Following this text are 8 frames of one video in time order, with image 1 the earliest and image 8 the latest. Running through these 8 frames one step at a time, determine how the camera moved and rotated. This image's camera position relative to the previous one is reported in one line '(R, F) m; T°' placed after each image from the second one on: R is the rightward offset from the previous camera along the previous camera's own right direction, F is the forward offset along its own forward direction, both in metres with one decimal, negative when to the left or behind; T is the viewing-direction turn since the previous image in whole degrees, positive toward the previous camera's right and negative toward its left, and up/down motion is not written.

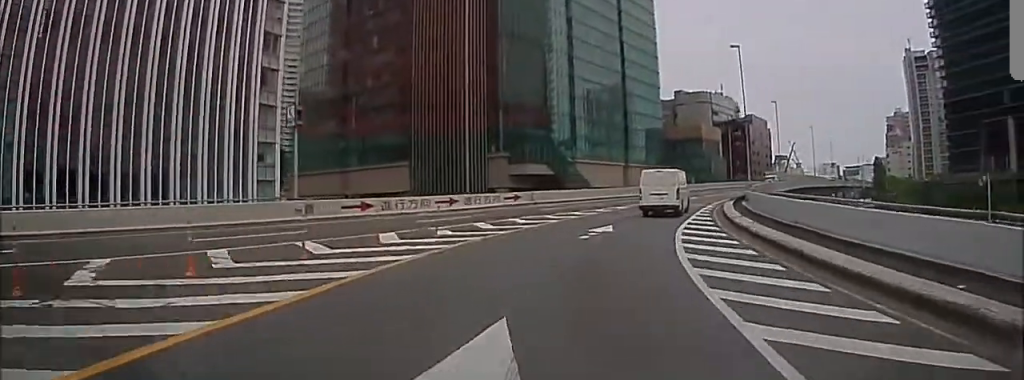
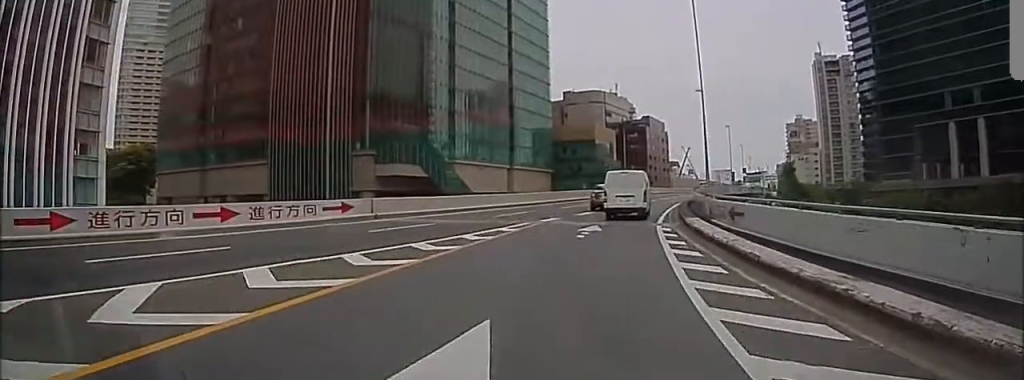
(+1.2, +12.7) m; +9°
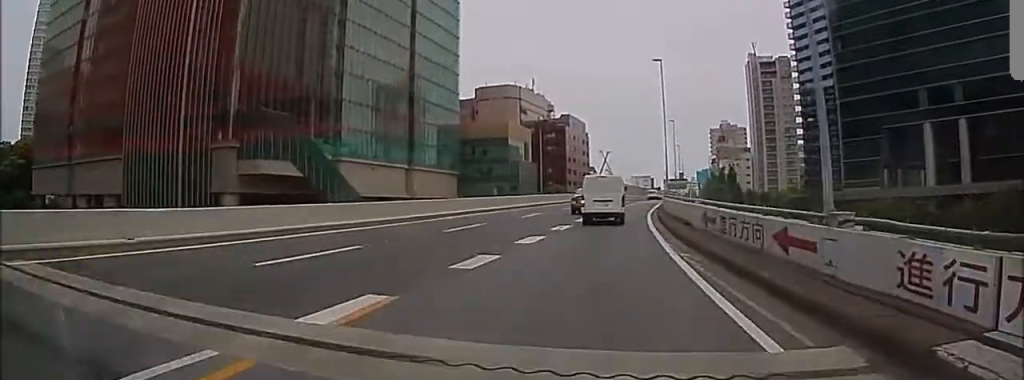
(+1.2, +16.5) m; +6°
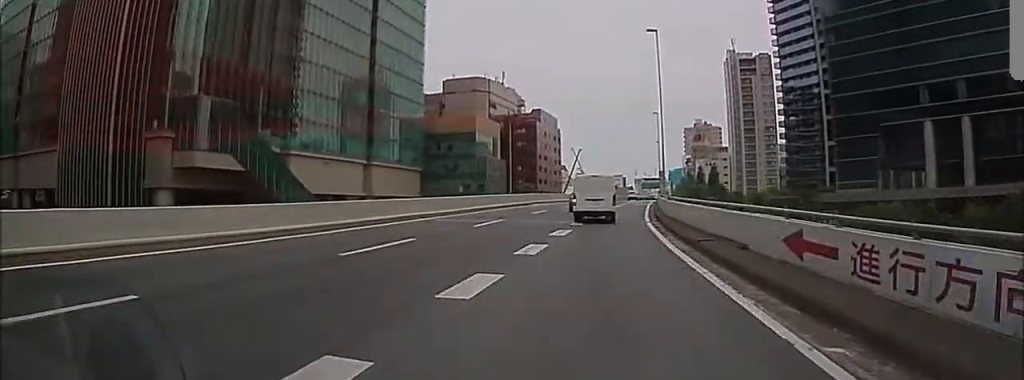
(+0.1, +7.6) m; +2°
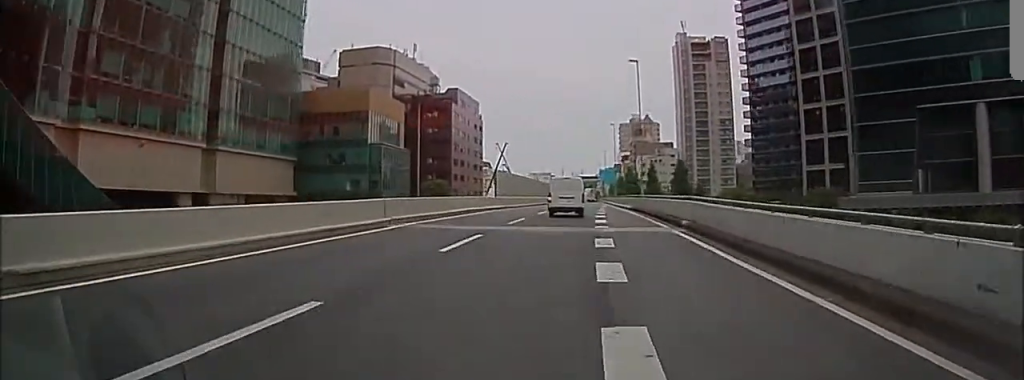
(+1.0, +29.7) m; +2°
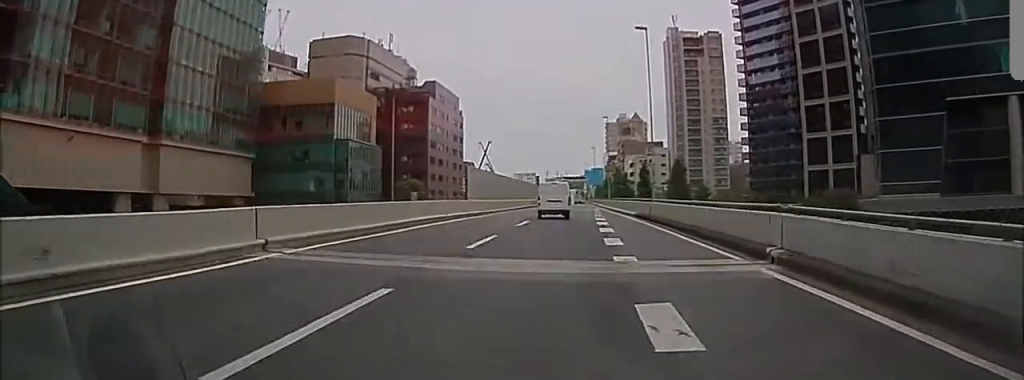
(-0.2, +9.5) m; 0°
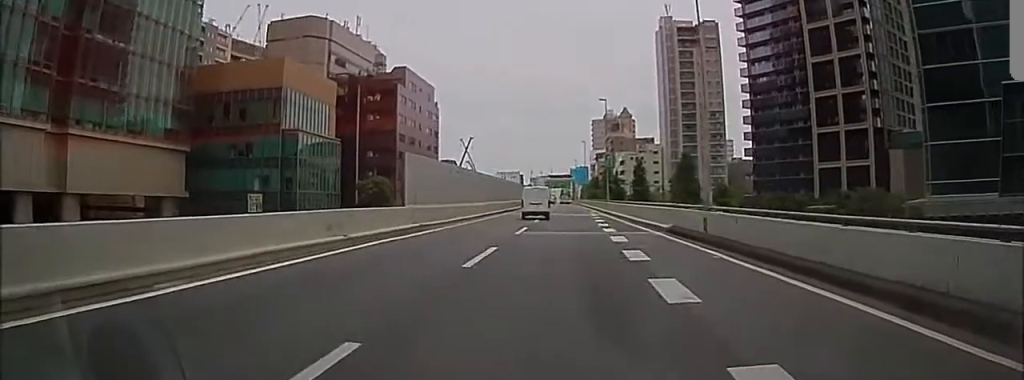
(+0.1, +13.0) m; +1°
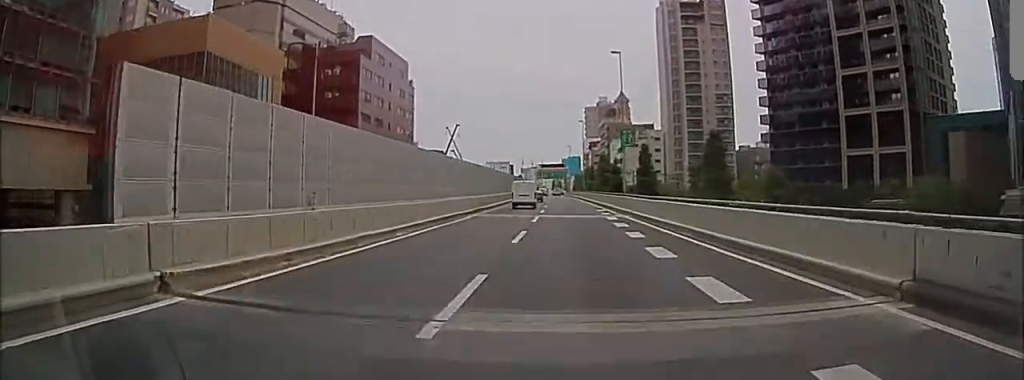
(+0.1, +16.6) m; +2°
